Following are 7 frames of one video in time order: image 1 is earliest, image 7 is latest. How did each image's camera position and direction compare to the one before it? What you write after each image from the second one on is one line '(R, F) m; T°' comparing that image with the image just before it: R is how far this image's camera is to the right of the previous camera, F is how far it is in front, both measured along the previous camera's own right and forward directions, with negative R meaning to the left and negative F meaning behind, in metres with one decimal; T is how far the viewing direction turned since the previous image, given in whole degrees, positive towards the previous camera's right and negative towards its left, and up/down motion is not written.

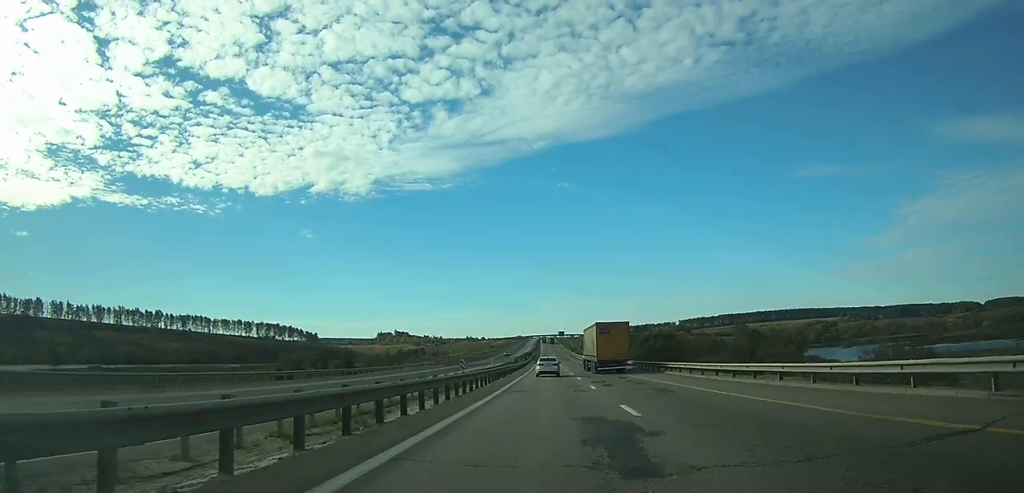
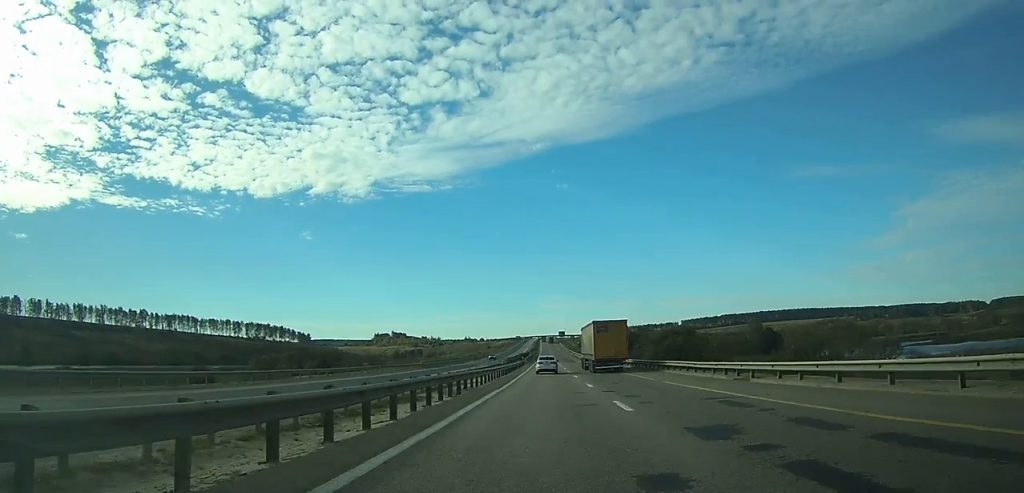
(0.0, +22.8) m; 0°
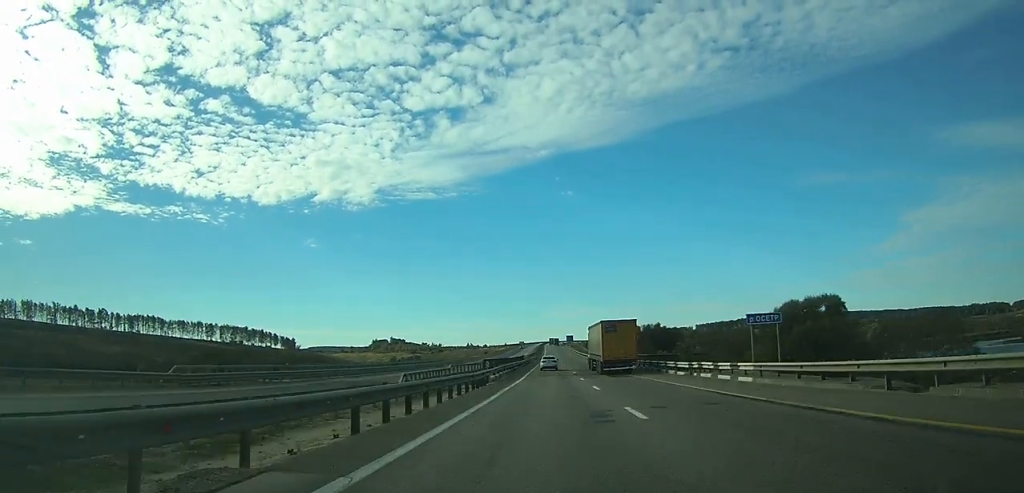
(-0.2, +62.5) m; 0°
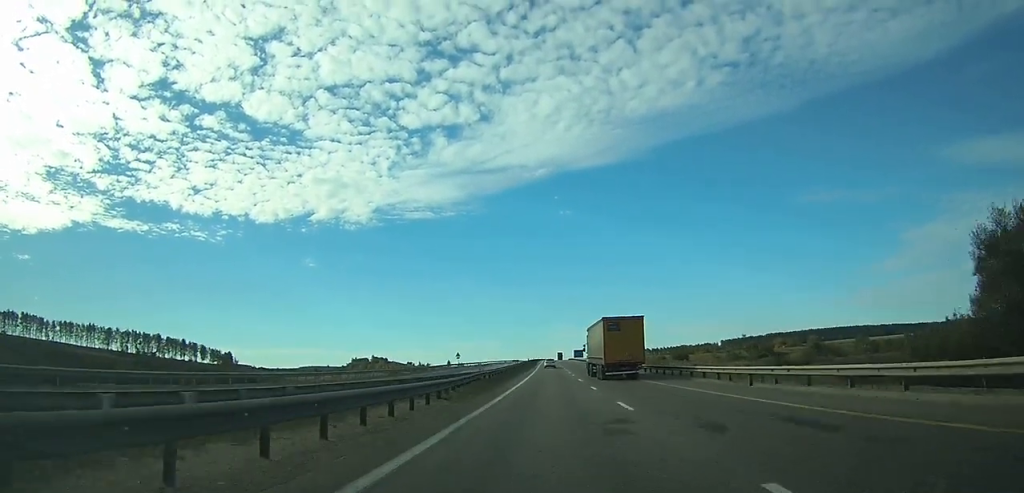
(-0.2, +143.0) m; 0°
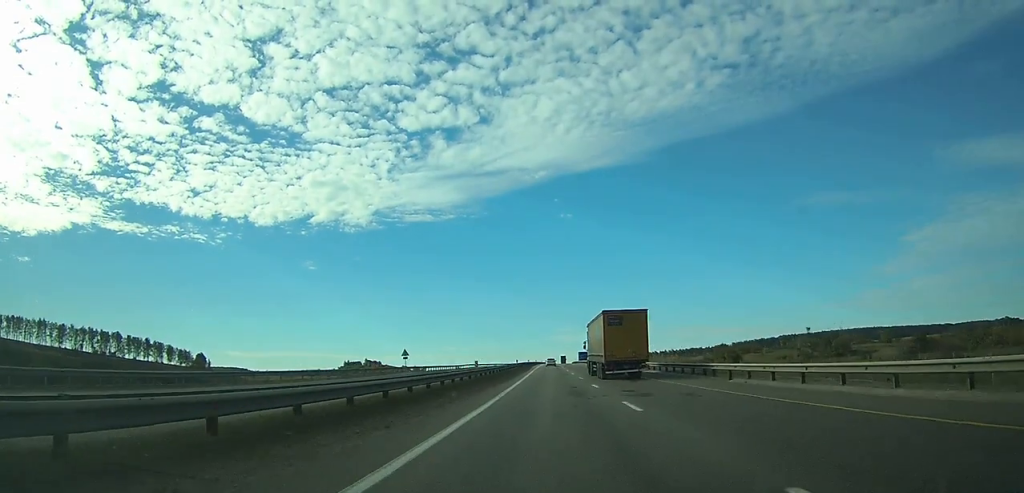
(-0.3, +48.9) m; 0°
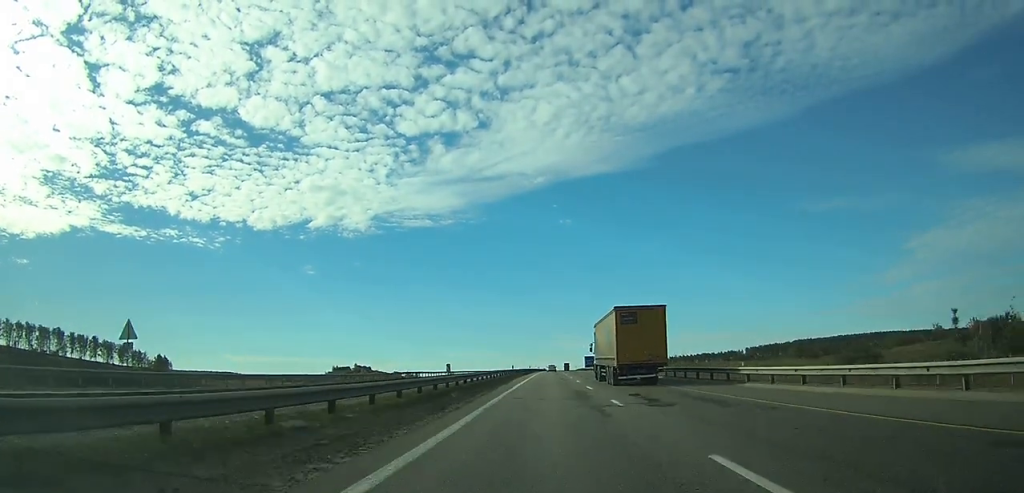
(0.0, +57.0) m; 0°
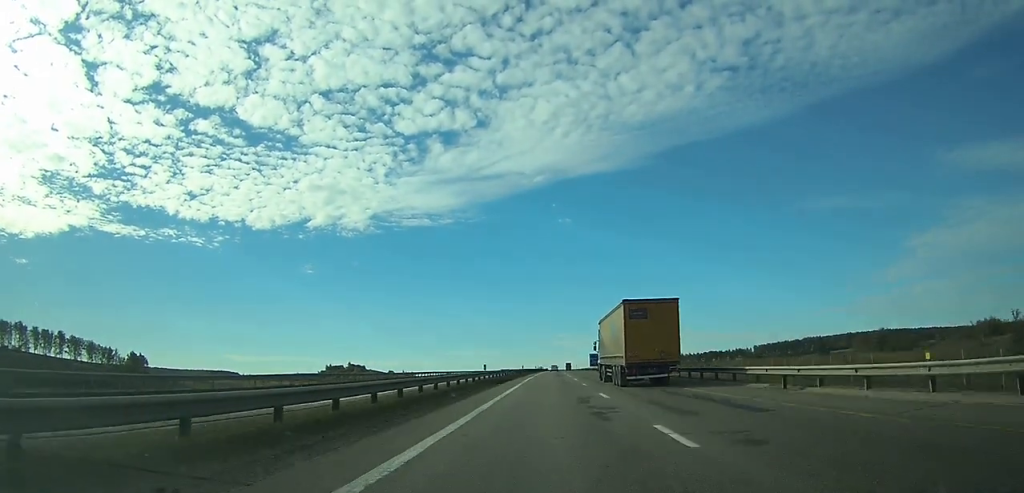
(0.0, +31.3) m; 0°
